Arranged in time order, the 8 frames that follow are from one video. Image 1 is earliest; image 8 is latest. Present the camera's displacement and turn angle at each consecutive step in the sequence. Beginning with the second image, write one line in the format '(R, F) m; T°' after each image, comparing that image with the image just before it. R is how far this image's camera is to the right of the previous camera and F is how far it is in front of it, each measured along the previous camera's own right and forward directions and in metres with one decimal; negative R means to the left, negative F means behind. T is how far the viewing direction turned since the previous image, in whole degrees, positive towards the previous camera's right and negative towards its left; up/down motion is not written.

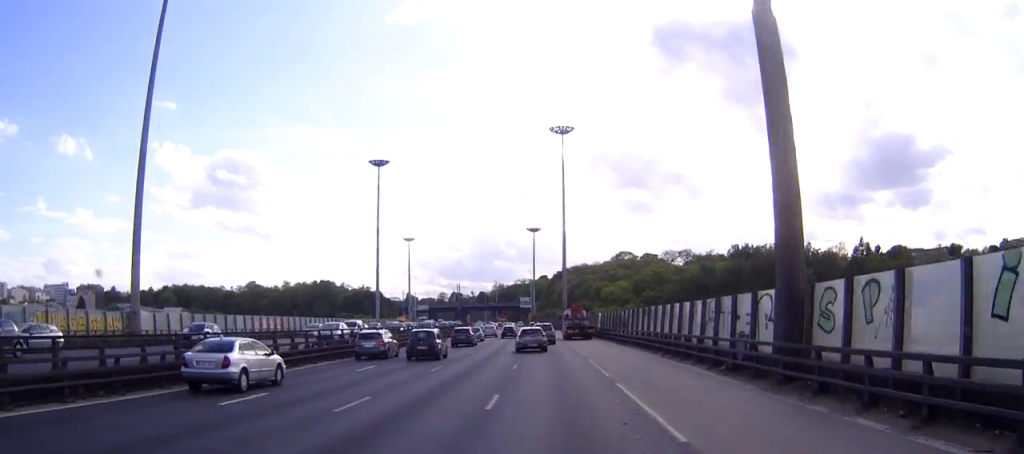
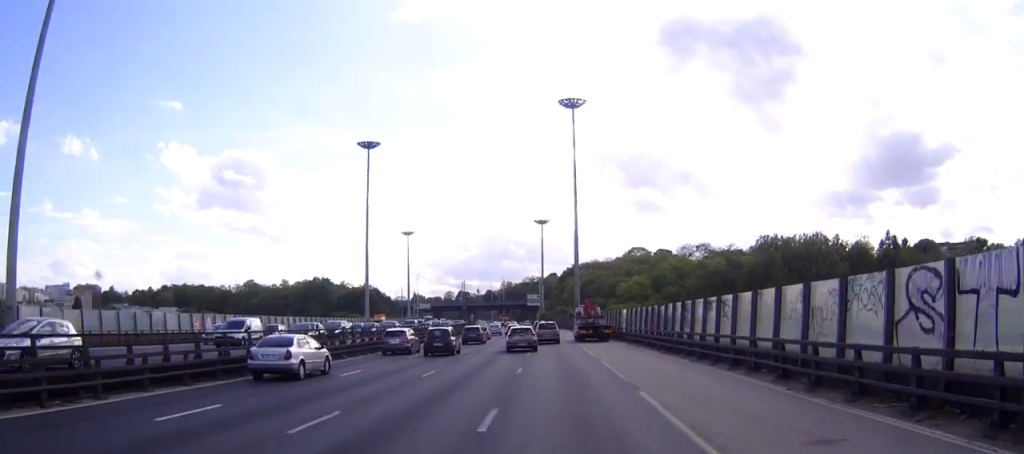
(-0.2, +16.4) m; -2°
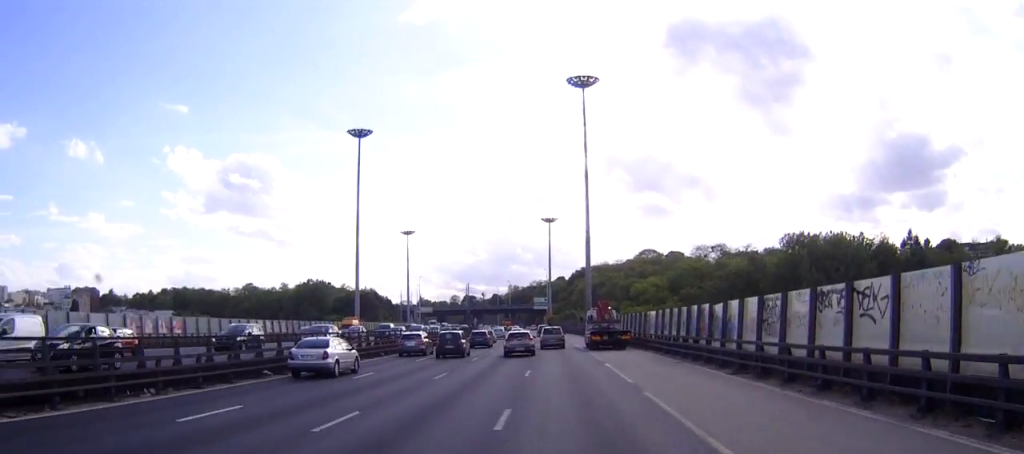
(-0.1, +12.3) m; -1°
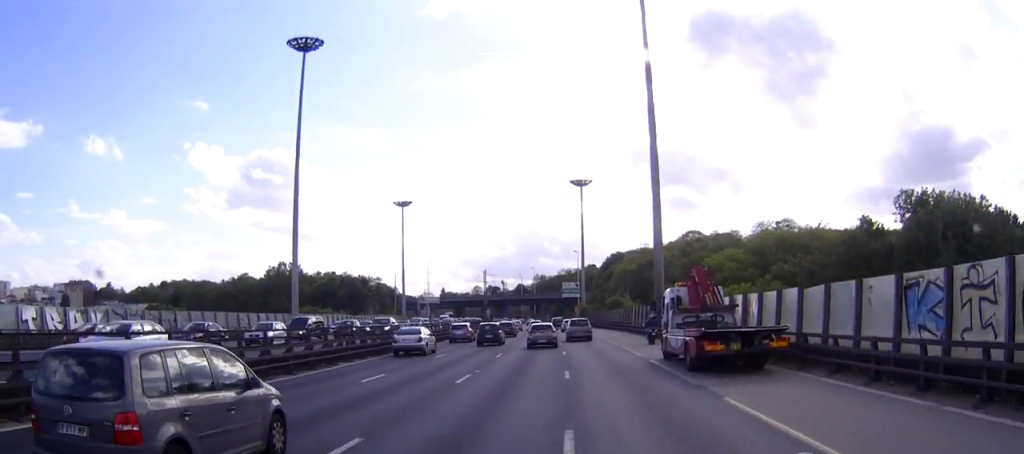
(-0.8, +42.9) m; -2°
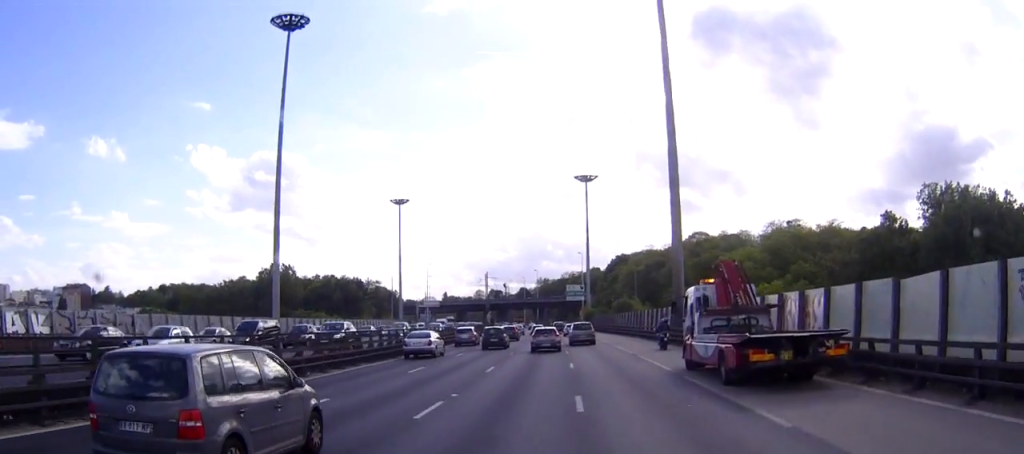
(0.0, +7.0) m; 0°
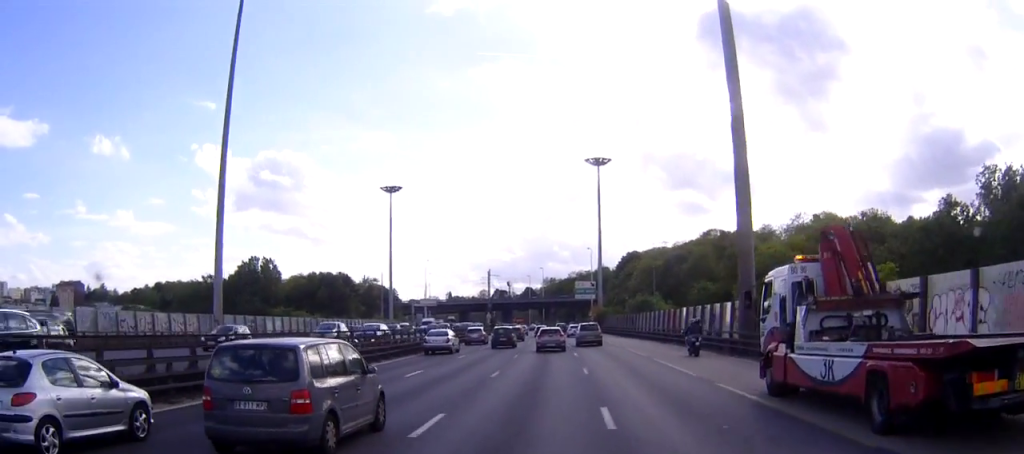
(-0.2, +15.7) m; 0°
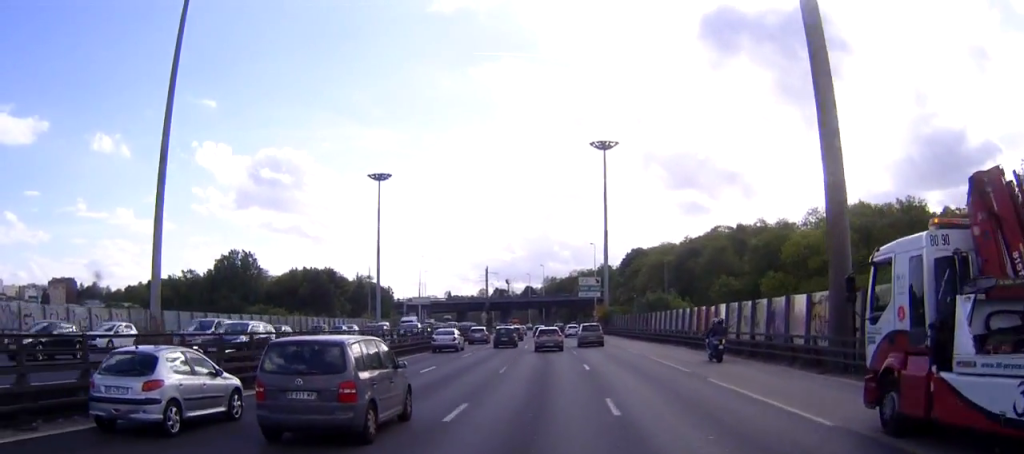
(0.0, +11.0) m; +1°
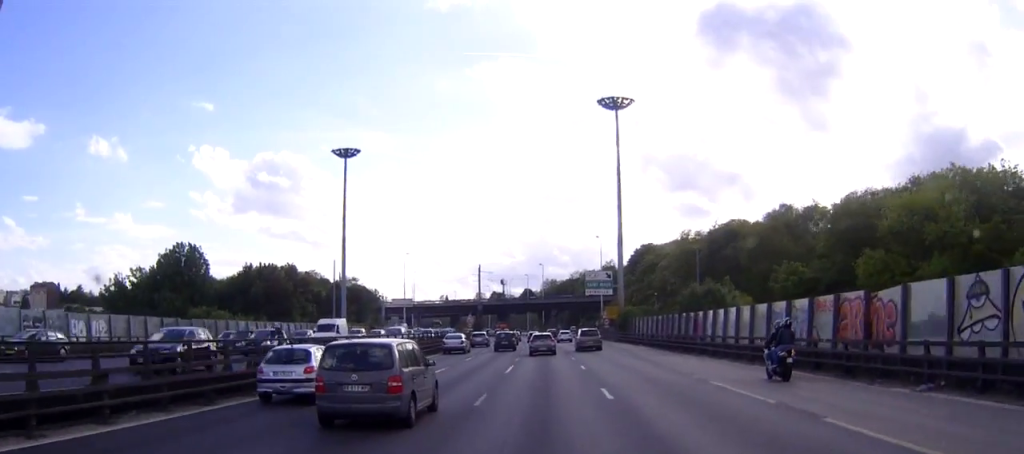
(+0.2, +22.4) m; 0°
